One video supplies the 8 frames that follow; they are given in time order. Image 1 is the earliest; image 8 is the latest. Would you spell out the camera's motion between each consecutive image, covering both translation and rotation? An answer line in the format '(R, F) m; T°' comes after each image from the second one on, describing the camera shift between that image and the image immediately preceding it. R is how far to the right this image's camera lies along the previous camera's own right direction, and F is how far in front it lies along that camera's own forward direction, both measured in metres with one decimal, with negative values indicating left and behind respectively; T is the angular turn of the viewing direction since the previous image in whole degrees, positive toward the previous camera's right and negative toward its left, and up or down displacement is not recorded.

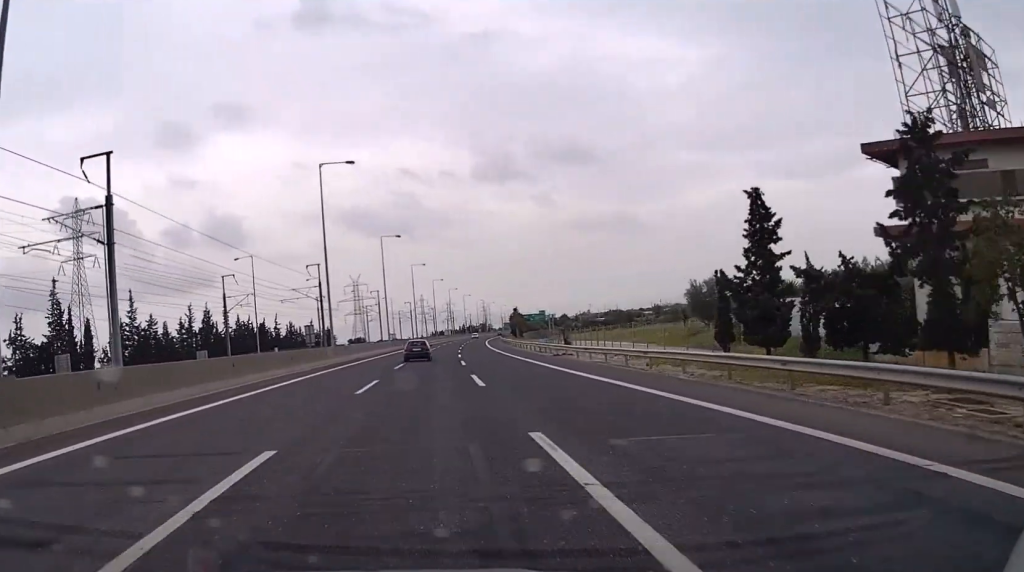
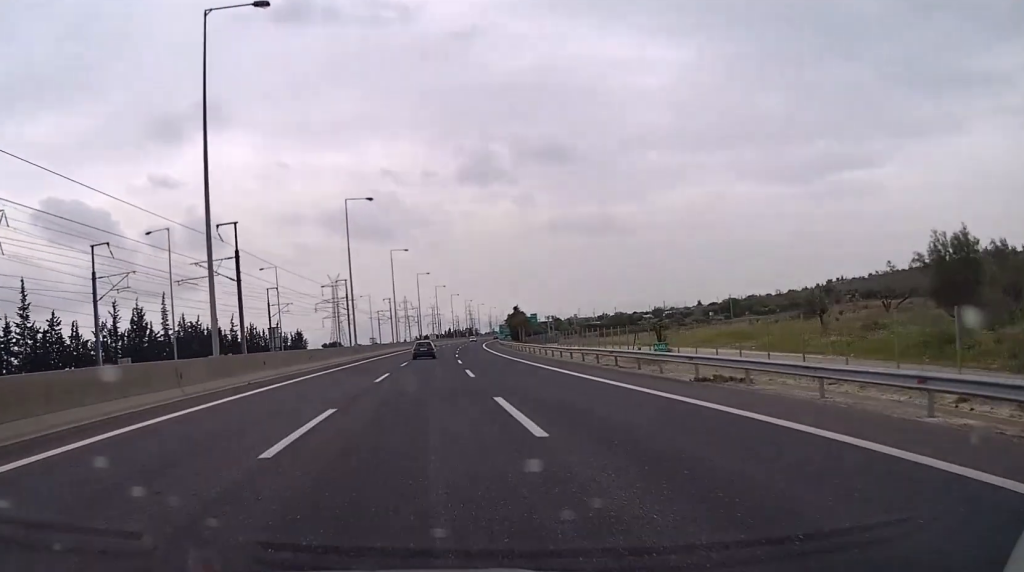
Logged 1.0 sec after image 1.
(+0.3, +29.6) m; +1°
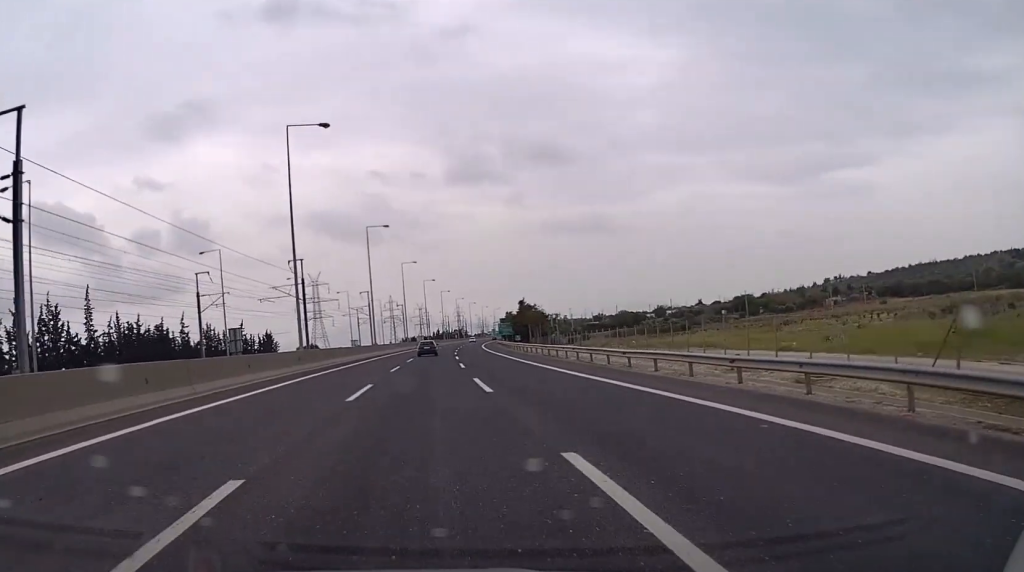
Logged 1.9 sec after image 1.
(+0.2, +26.6) m; +1°
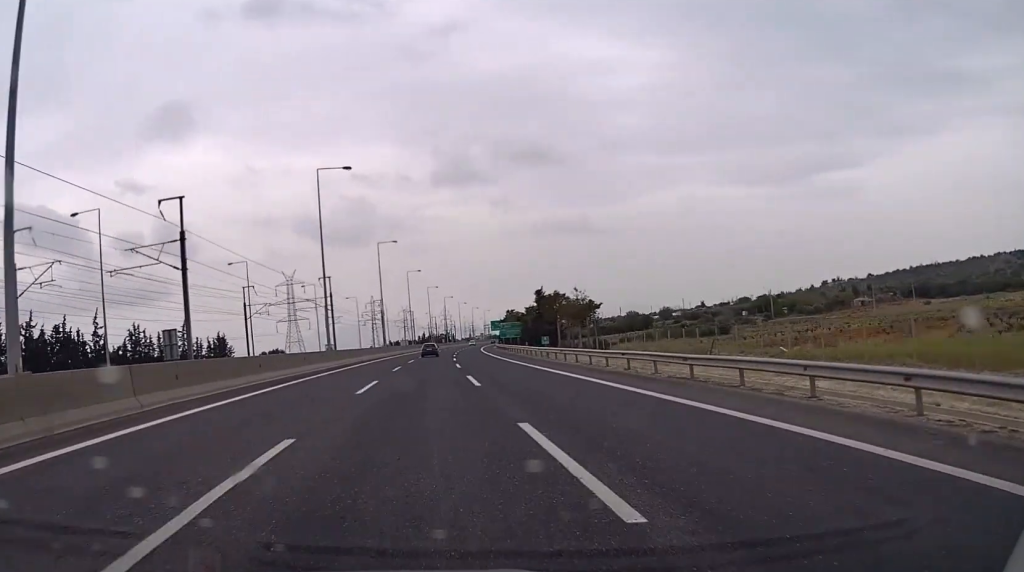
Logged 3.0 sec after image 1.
(+0.4, +32.5) m; +1°
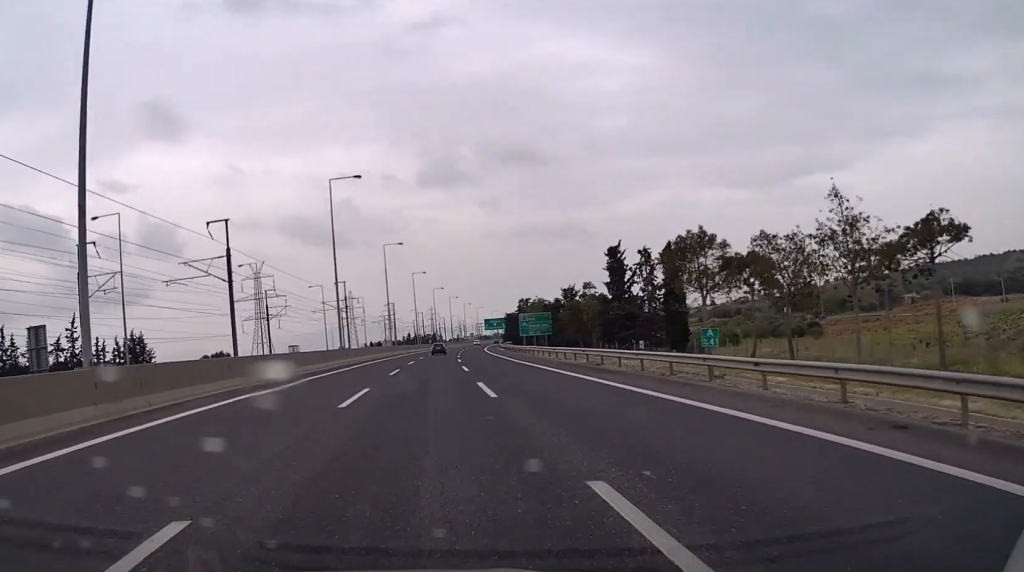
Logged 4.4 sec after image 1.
(+0.5, +41.4) m; +1°
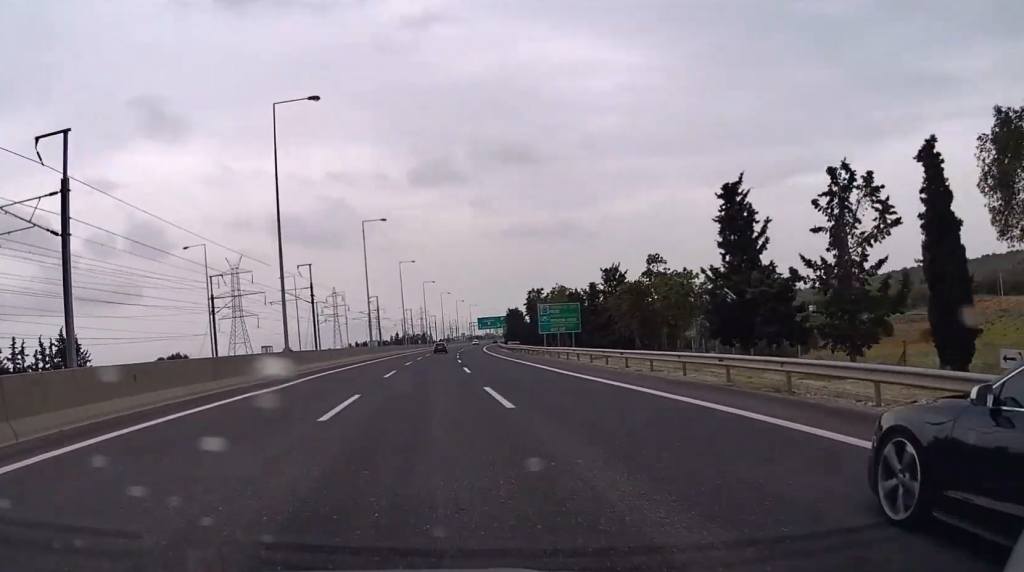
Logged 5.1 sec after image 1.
(+0.1, +20.7) m; +1°
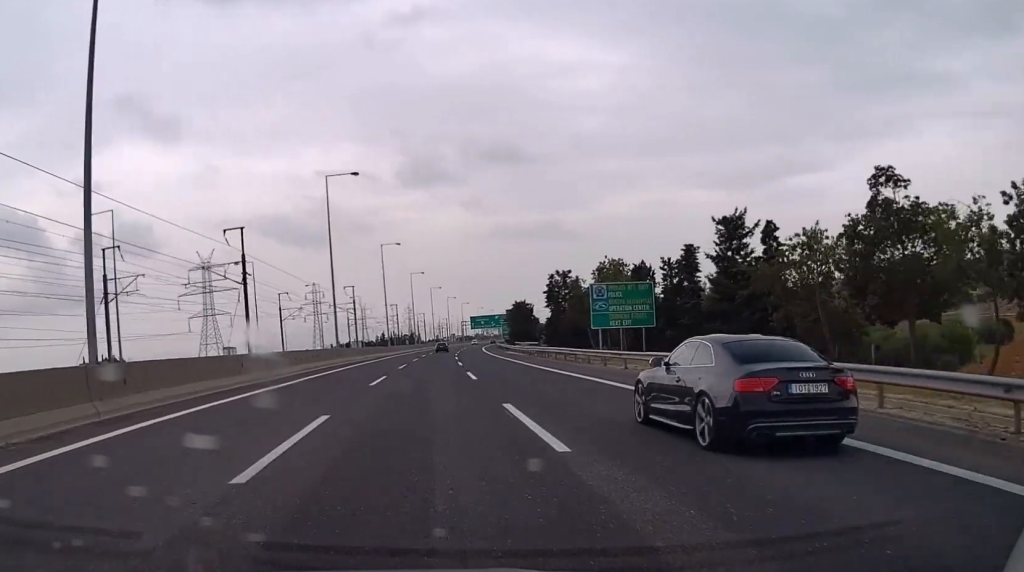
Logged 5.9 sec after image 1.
(+0.2, +24.7) m; +1°
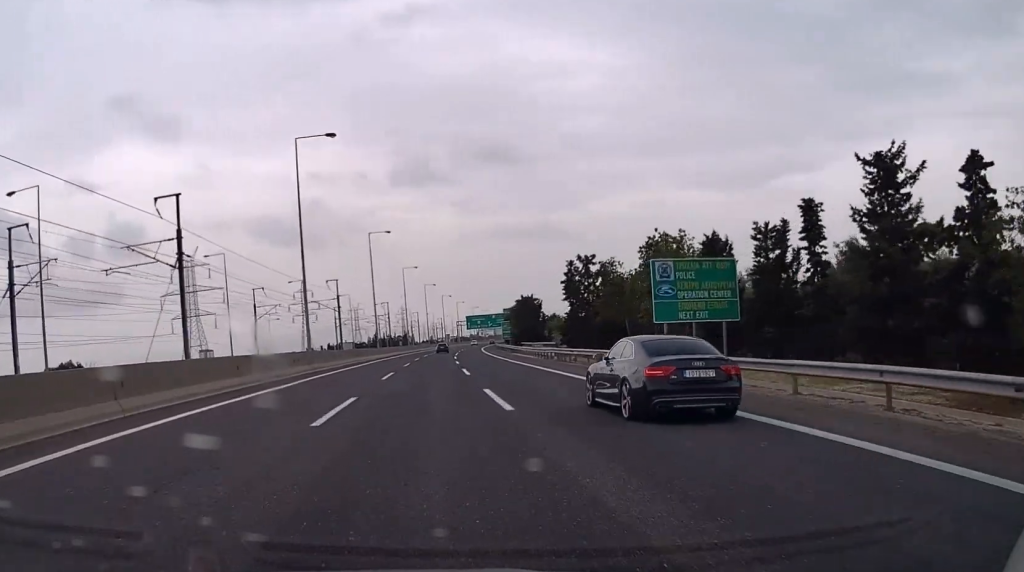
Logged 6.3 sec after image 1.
(+0.1, +11.8) m; 0°
